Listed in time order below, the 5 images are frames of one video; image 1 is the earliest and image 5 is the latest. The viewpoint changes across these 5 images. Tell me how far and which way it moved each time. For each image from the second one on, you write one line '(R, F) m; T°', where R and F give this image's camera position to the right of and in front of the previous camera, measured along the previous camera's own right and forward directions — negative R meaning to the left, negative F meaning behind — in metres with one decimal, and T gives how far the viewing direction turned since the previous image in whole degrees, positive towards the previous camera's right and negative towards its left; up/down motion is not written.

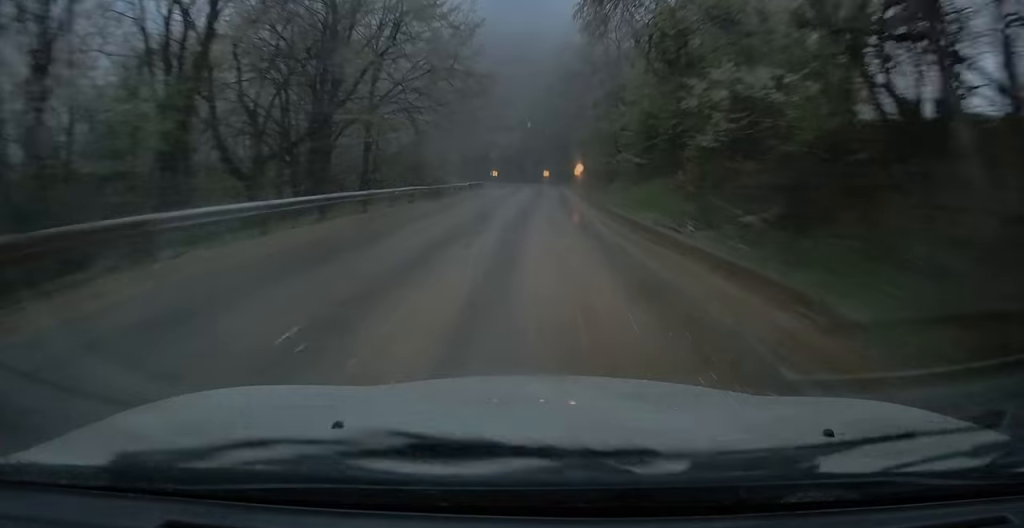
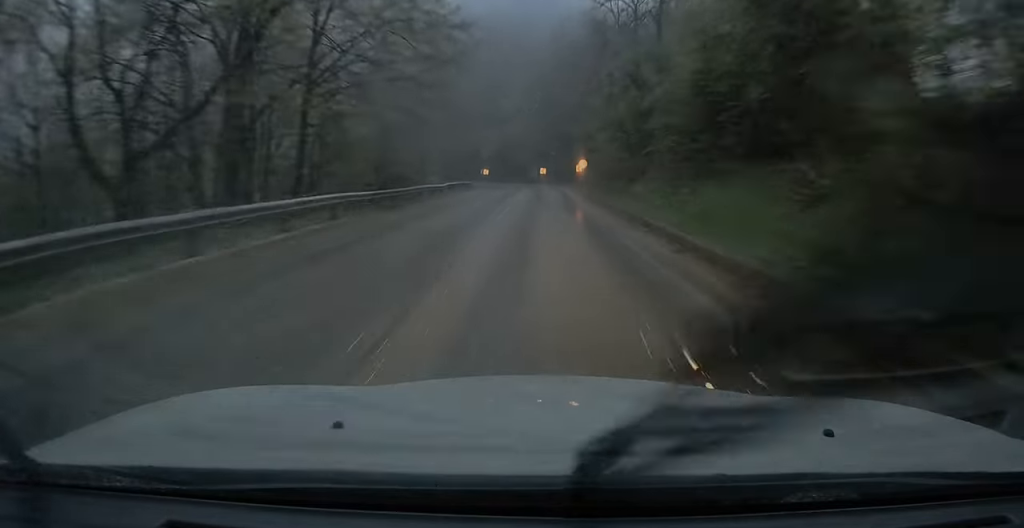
(+0.1, +10.1) m; +1°
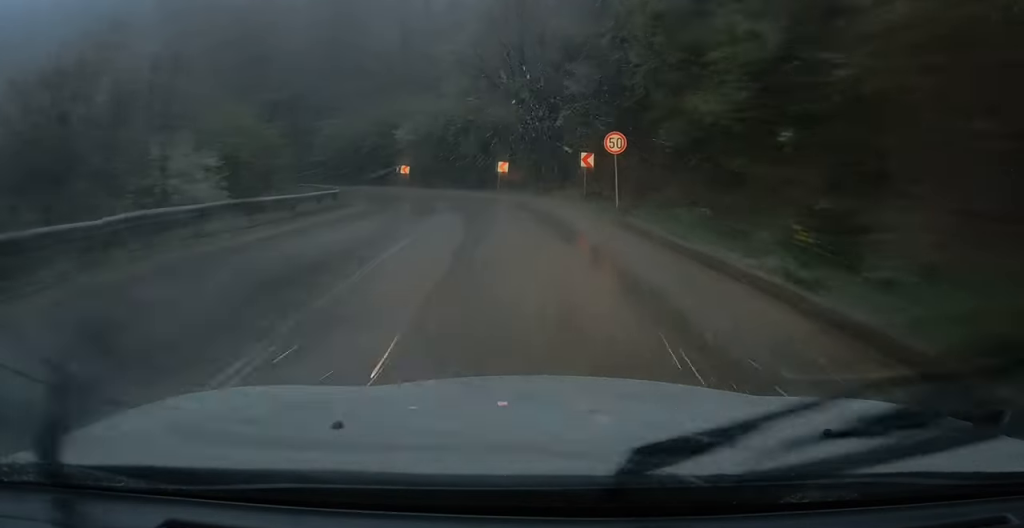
(+1.5, +36.7) m; +1°
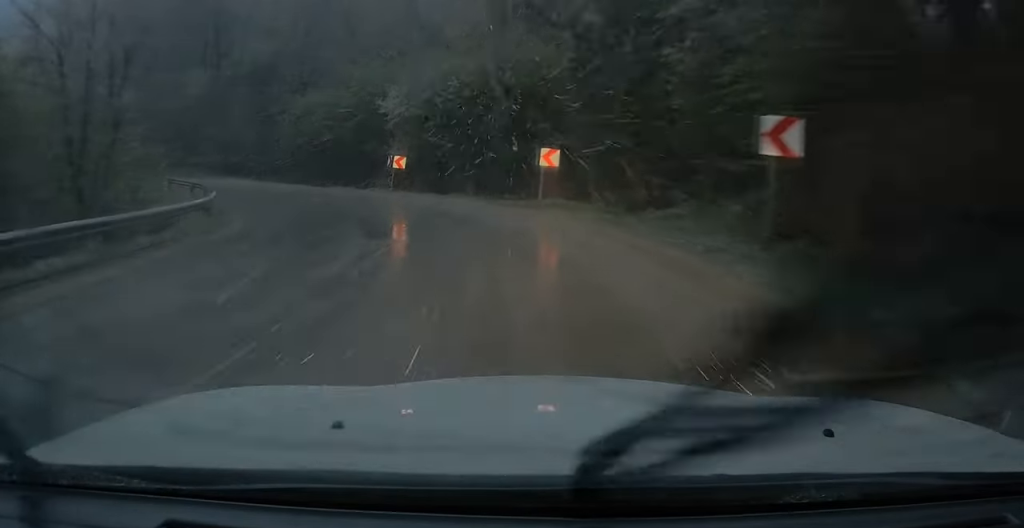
(-2.3, +17.3) m; -16°
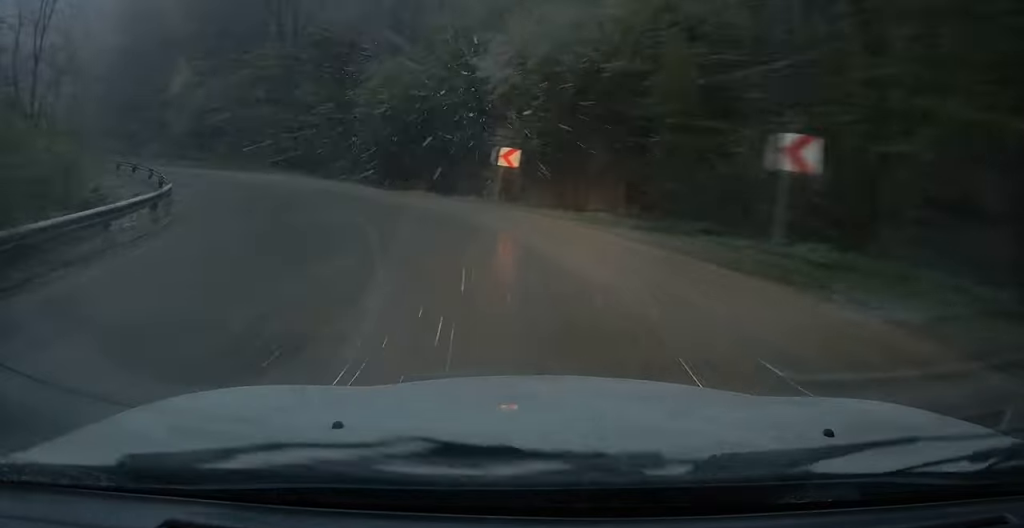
(-0.9, +12.3) m; -12°
